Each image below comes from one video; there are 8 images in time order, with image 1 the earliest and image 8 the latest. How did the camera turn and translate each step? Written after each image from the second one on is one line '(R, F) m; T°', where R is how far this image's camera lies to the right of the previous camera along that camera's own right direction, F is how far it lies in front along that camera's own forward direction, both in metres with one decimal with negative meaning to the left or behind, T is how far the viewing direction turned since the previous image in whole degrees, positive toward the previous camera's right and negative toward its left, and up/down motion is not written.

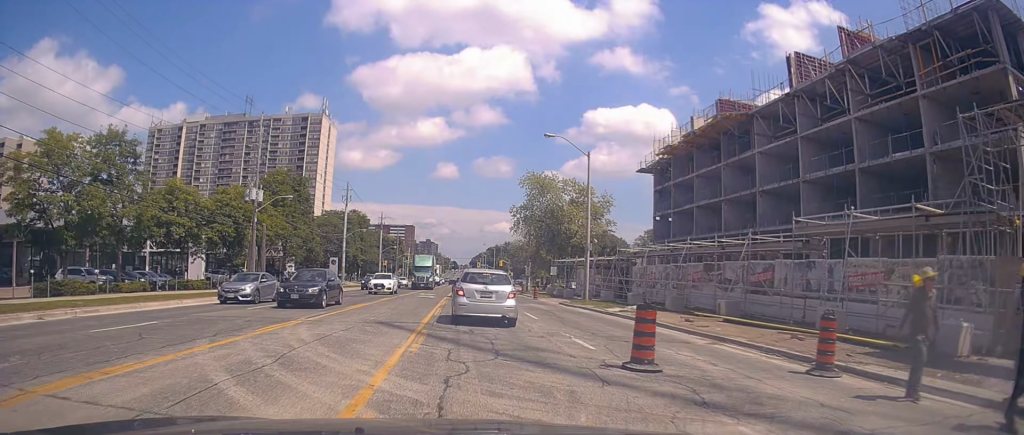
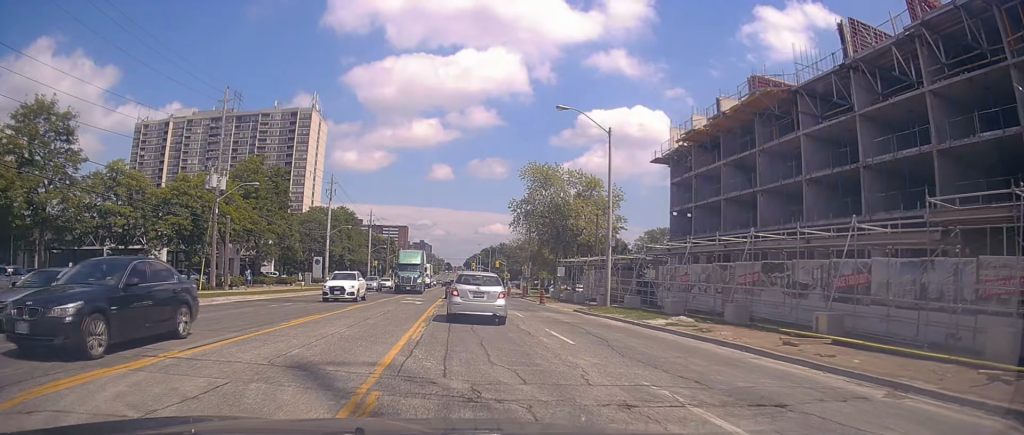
(+0.2, +7.2) m; 0°
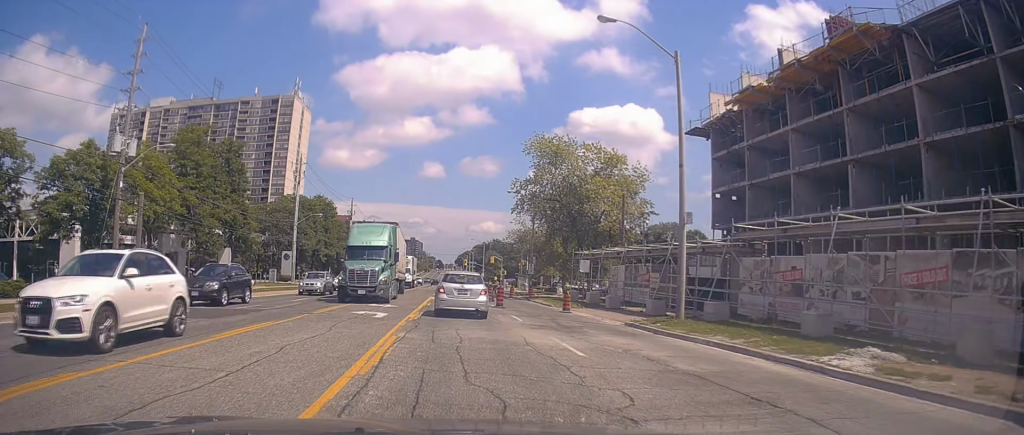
(-0.4, +11.6) m; -2°
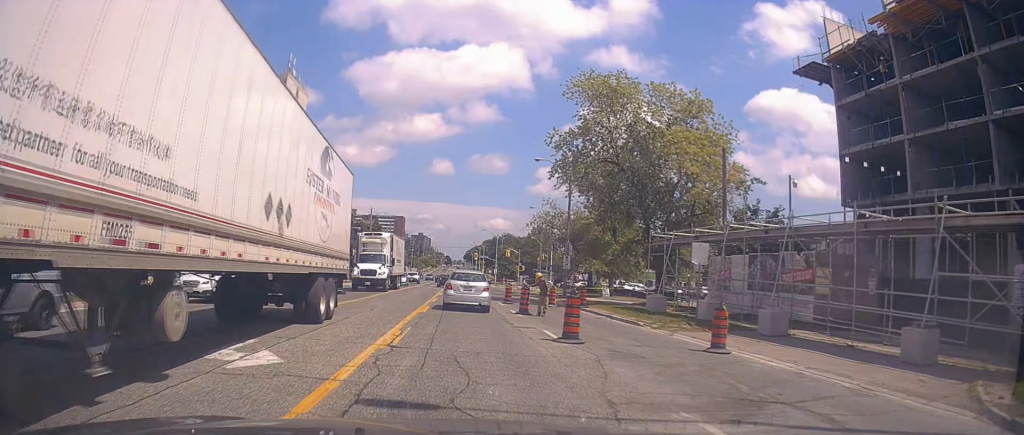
(+0.9, +16.1) m; +5°
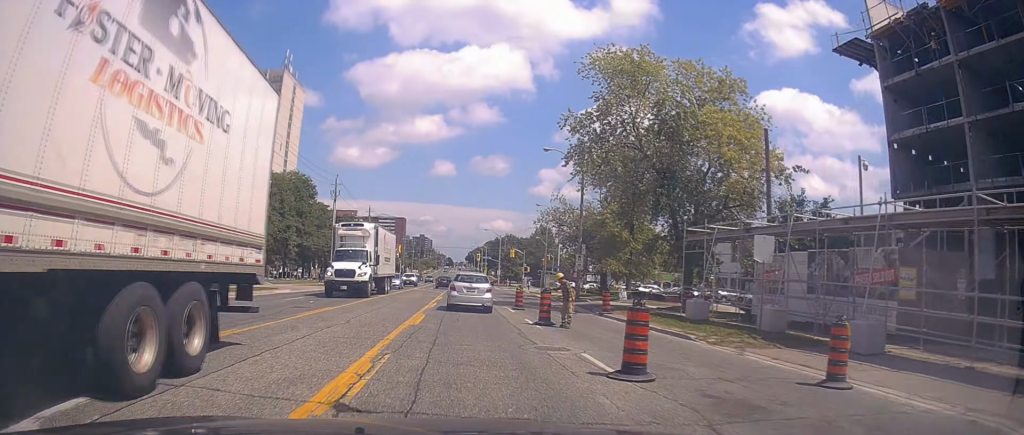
(+0.1, +4.4) m; -3°
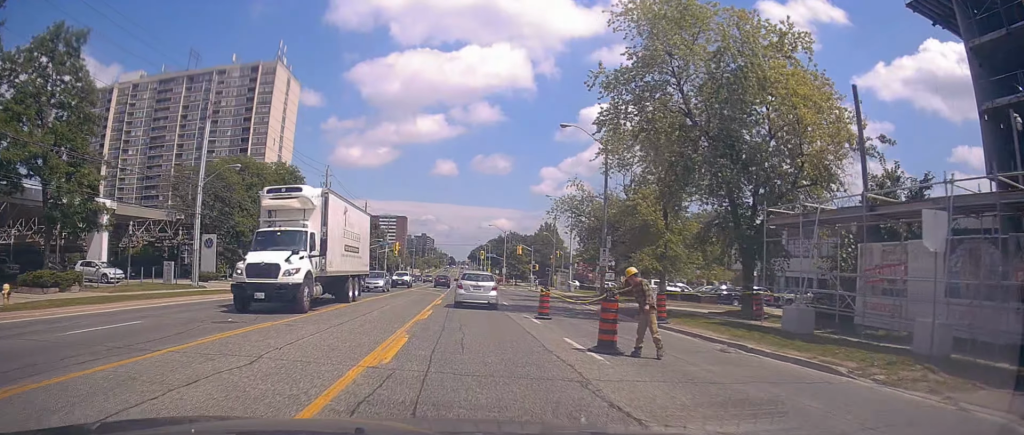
(-0.2, +6.8) m; -2°
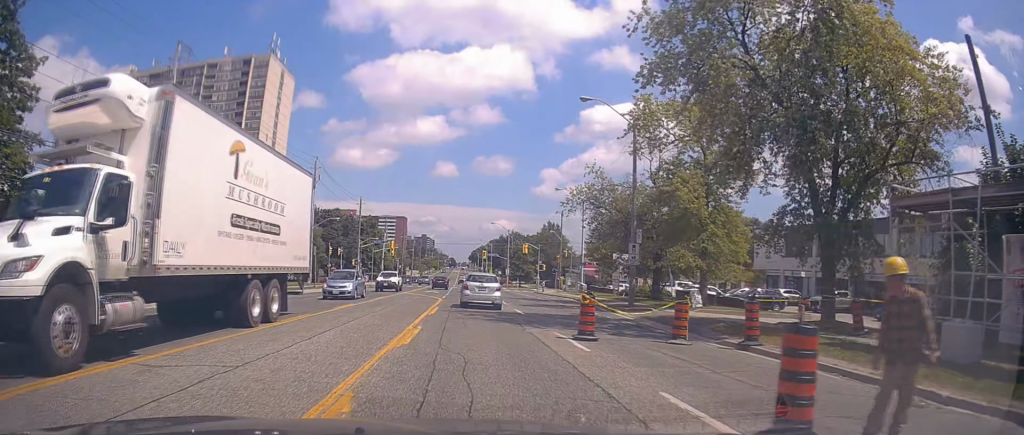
(-0.6, +6.1) m; 0°
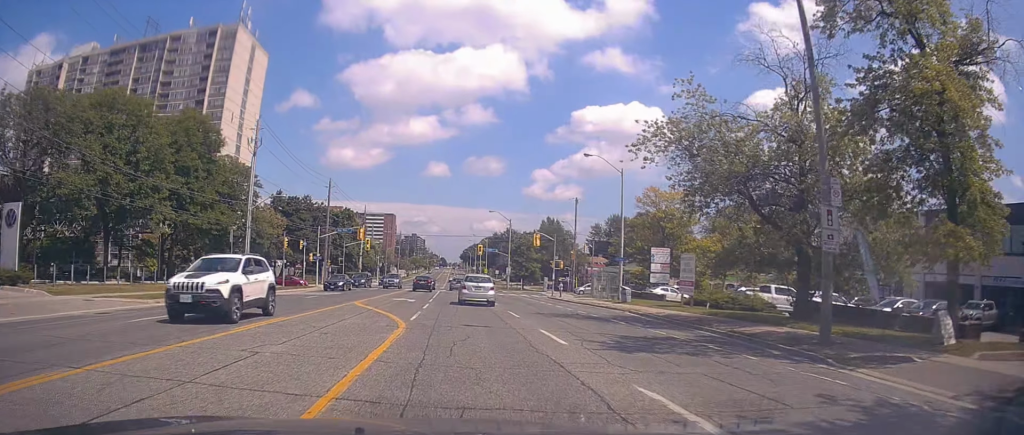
(+0.5, +17.3) m; -1°
